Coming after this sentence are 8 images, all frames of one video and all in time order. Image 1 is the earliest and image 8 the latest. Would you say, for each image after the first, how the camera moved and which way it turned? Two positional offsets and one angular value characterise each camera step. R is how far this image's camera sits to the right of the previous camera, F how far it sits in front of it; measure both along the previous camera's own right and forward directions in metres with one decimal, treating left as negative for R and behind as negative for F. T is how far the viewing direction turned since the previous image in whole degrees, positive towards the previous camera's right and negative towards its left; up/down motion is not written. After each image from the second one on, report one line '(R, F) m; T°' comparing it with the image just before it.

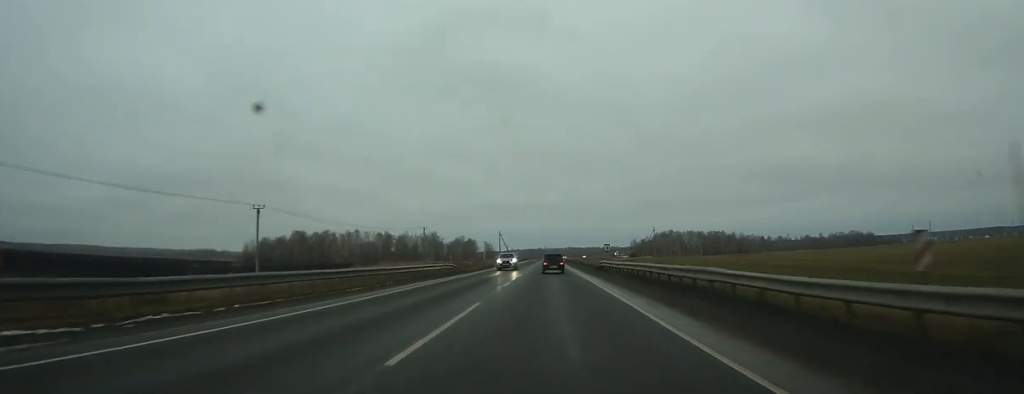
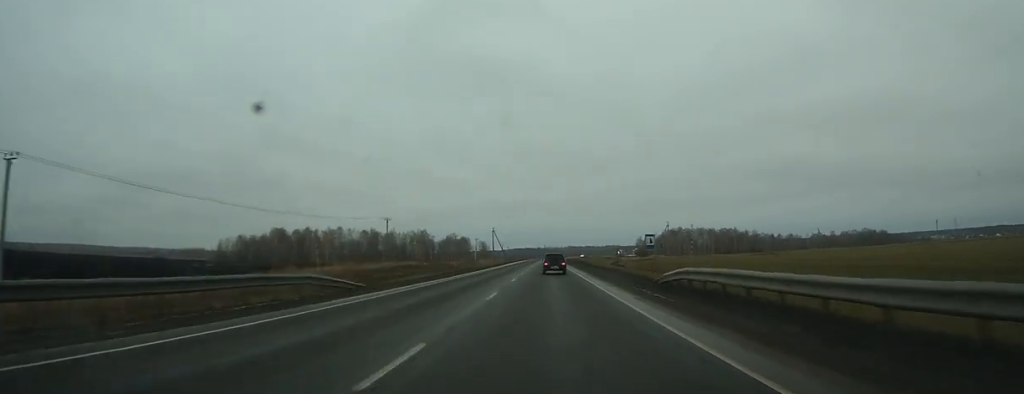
(0.0, +31.5) m; 0°
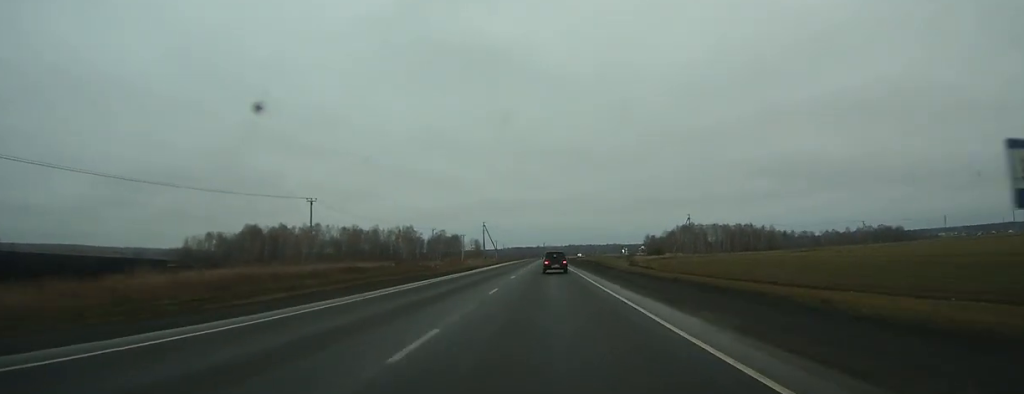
(0.0, +35.0) m; 0°
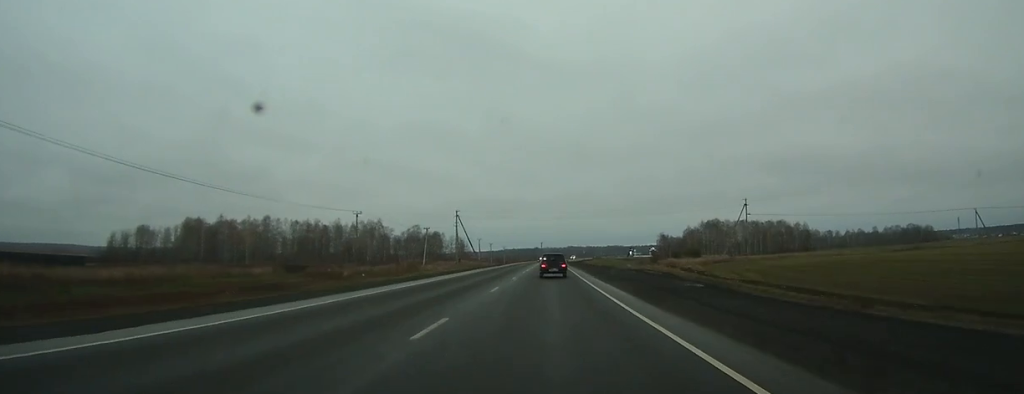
(+0.1, +58.3) m; 0°
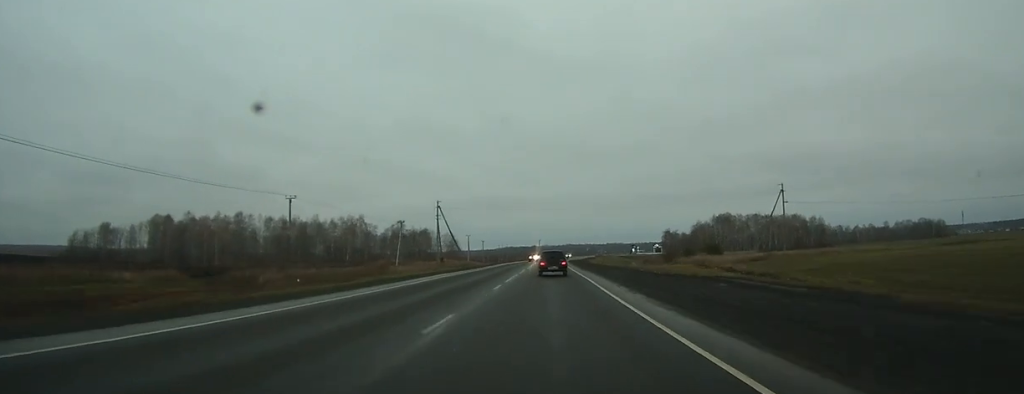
(0.0, +23.5) m; 0°
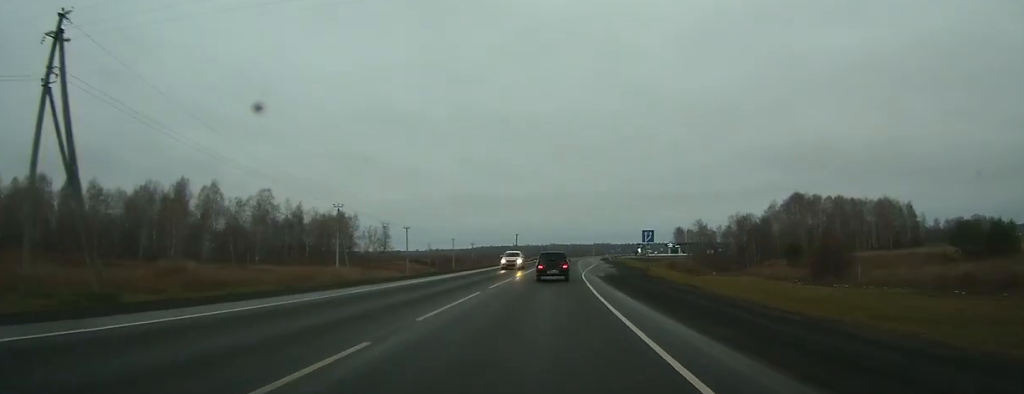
(+0.9, +101.7) m; +1°
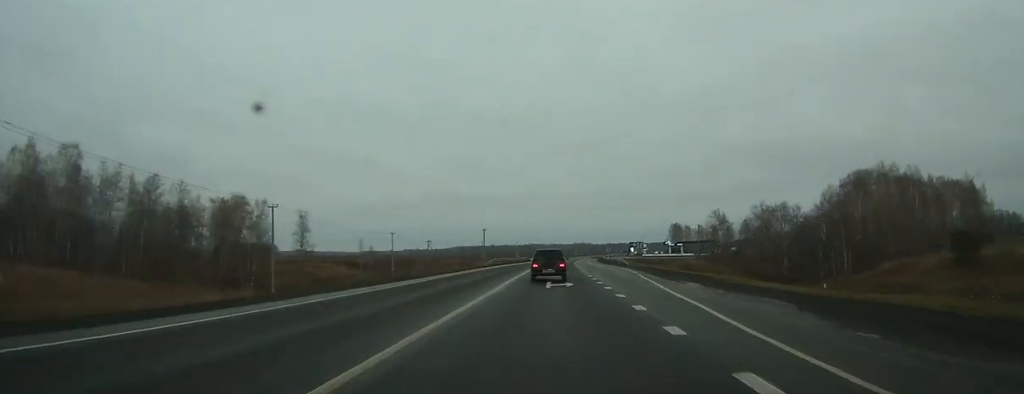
(+0.5, +52.7) m; +2°
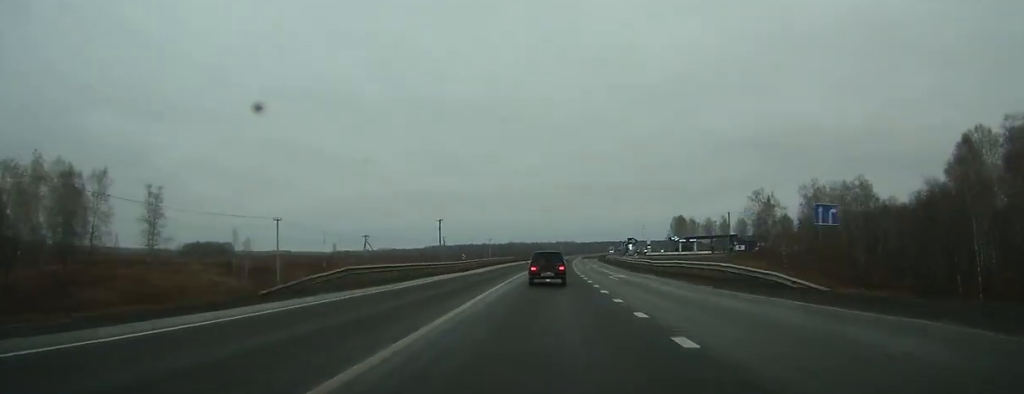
(+1.2, +53.7) m; +2°
